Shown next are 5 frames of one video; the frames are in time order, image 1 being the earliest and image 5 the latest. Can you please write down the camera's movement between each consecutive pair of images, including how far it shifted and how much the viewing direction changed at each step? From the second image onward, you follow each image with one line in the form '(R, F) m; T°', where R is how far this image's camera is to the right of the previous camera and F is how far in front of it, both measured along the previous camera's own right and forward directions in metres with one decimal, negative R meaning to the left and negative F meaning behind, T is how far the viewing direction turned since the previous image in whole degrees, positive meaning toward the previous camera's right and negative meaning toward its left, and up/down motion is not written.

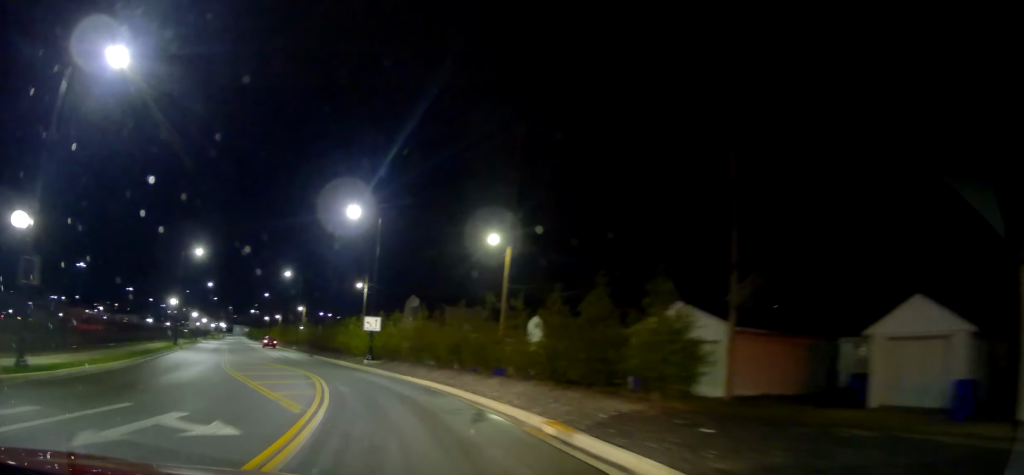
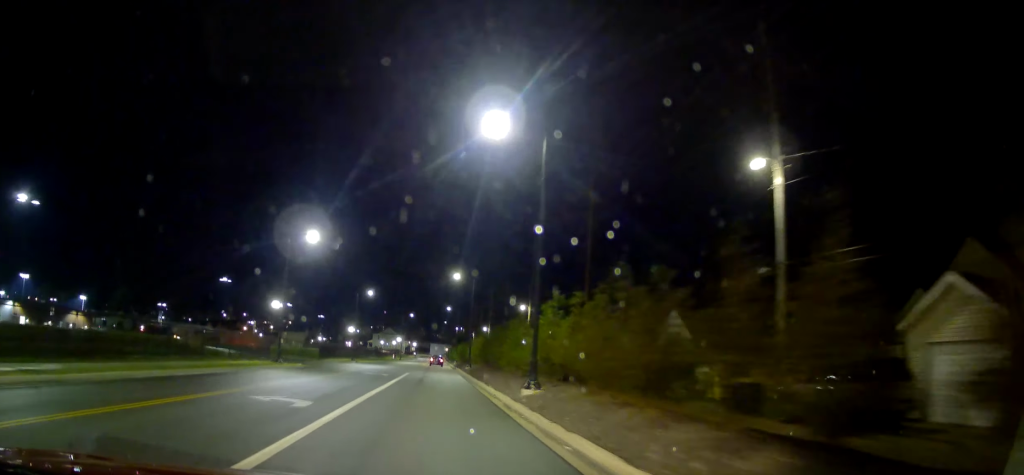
(-11.6, +46.2) m; -27°
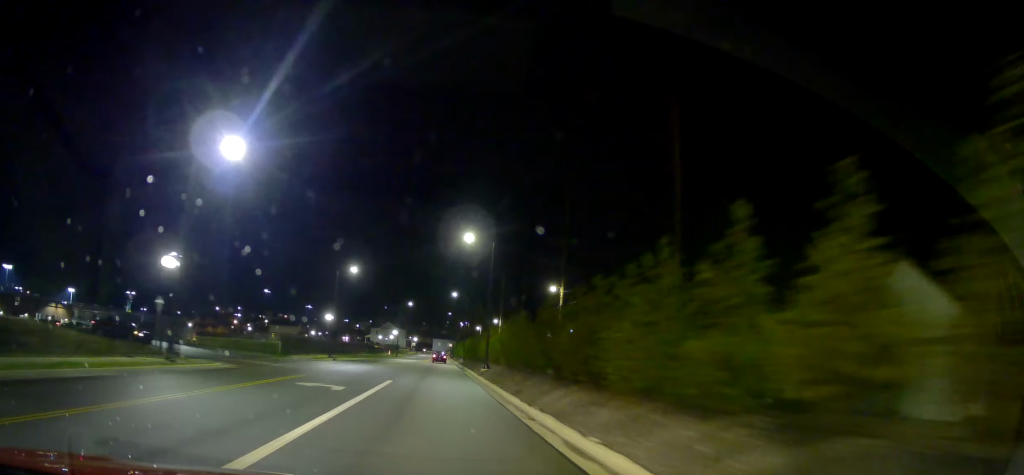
(-0.9, +16.6) m; -6°
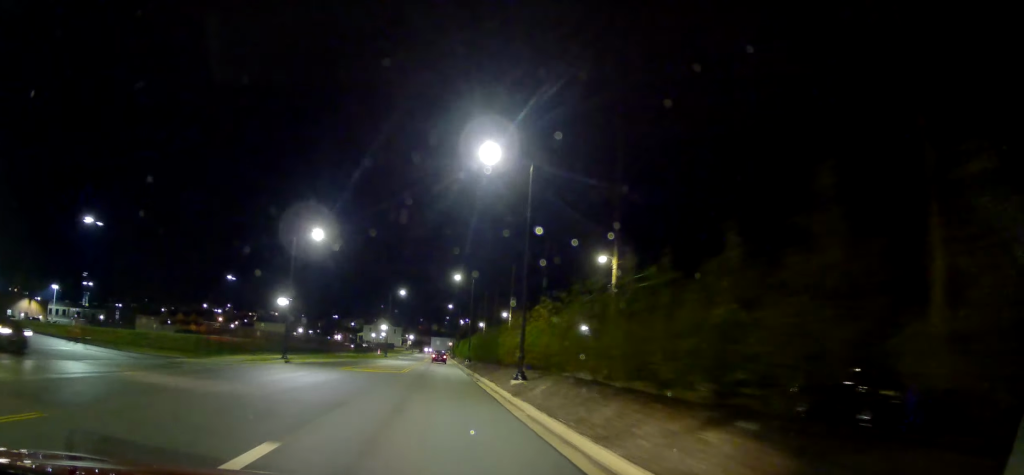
(-0.6, +16.8) m; -2°
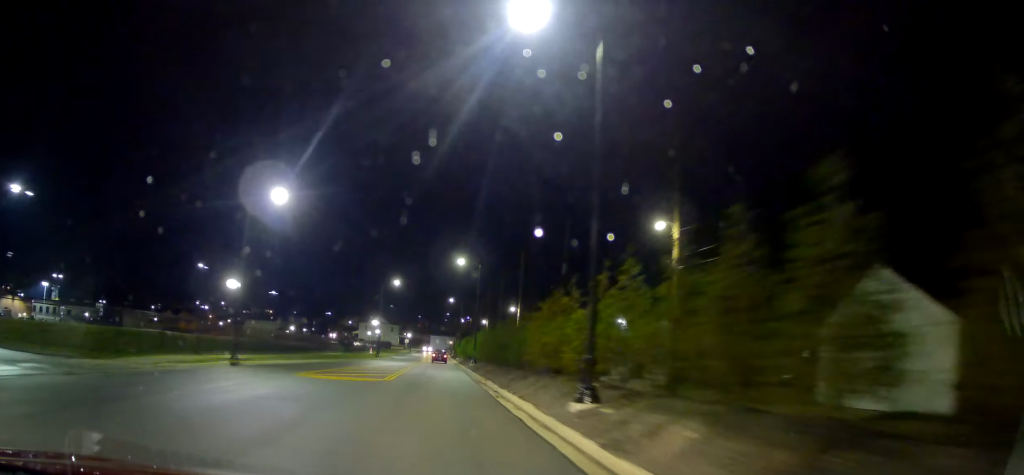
(0.0, +10.5) m; +1°
